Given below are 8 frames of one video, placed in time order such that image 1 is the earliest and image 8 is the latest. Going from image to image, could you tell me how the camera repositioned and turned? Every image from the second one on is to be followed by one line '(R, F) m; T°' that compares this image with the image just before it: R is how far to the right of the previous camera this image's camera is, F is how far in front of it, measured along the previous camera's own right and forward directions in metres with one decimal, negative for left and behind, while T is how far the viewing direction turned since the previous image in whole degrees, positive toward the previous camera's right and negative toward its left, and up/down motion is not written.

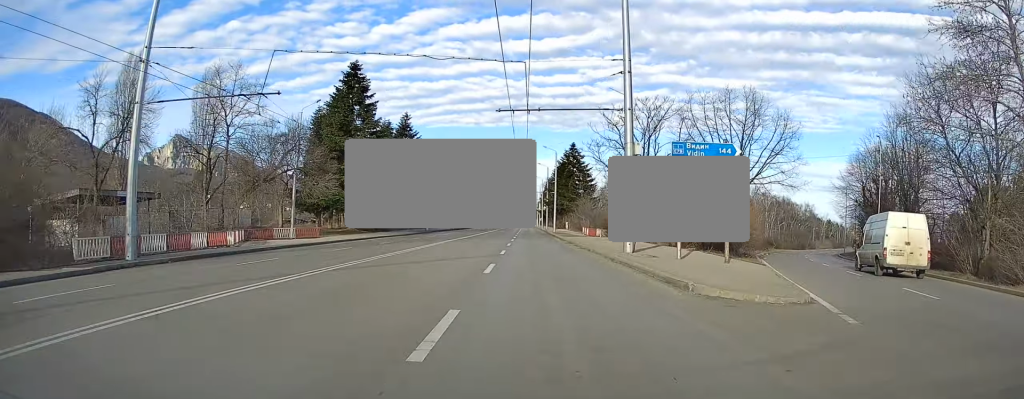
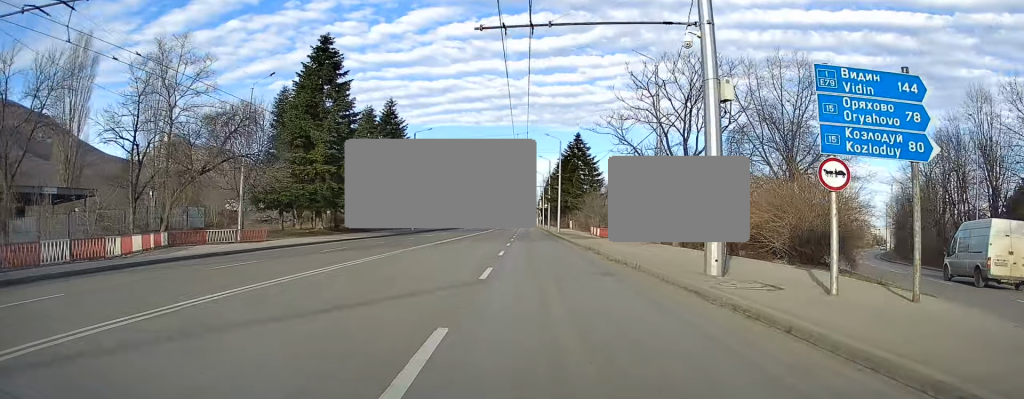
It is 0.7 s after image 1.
(+0.2, +10.6) m; +1°
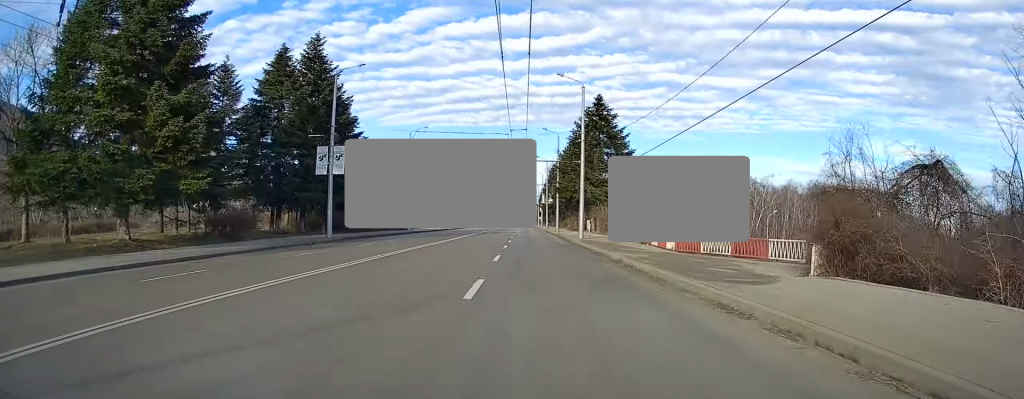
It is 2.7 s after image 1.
(0.0, +30.2) m; 0°
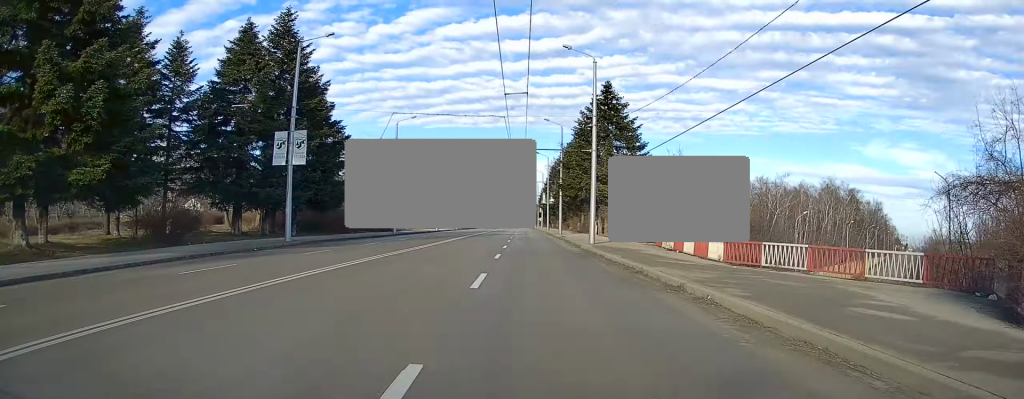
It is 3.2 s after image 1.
(0.0, +7.5) m; 0°
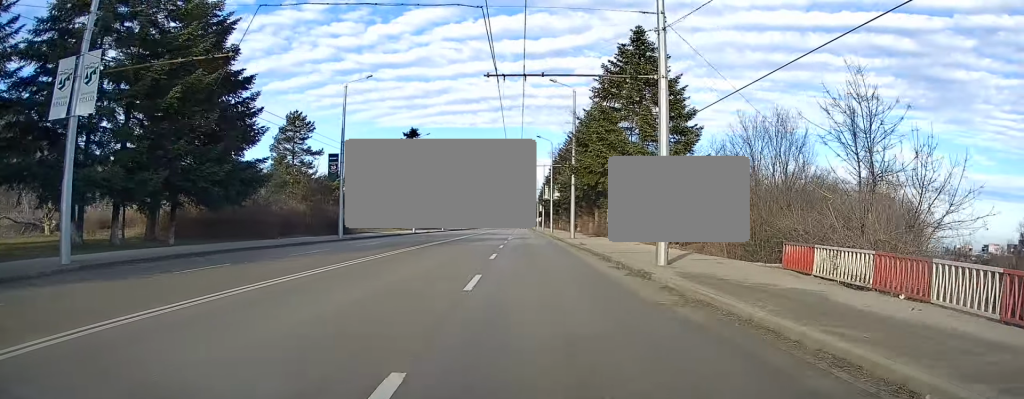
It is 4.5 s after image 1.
(+0.2, +18.4) m; 0°
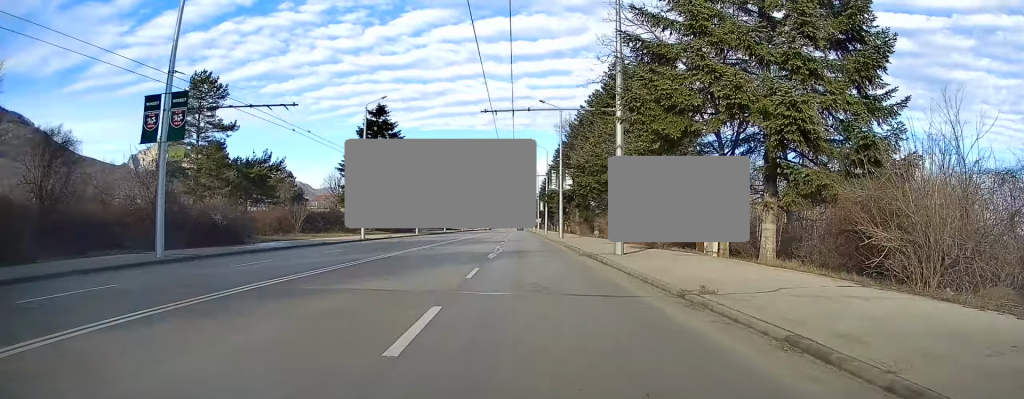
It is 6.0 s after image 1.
(+0.1, +22.9) m; 0°
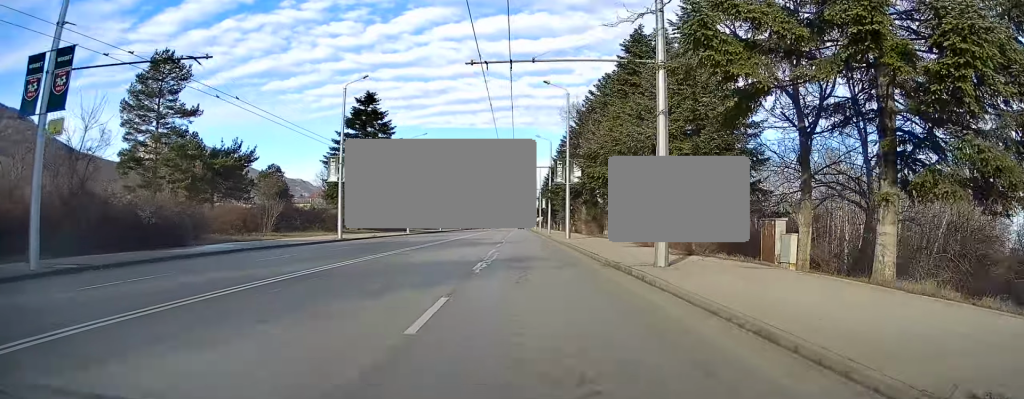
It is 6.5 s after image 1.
(-0.2, +7.2) m; 0°
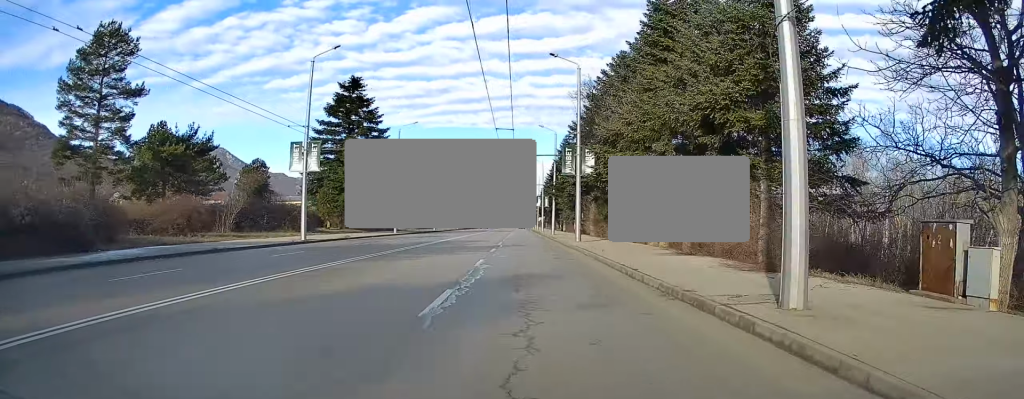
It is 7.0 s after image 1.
(-0.2, +7.7) m; 0°
